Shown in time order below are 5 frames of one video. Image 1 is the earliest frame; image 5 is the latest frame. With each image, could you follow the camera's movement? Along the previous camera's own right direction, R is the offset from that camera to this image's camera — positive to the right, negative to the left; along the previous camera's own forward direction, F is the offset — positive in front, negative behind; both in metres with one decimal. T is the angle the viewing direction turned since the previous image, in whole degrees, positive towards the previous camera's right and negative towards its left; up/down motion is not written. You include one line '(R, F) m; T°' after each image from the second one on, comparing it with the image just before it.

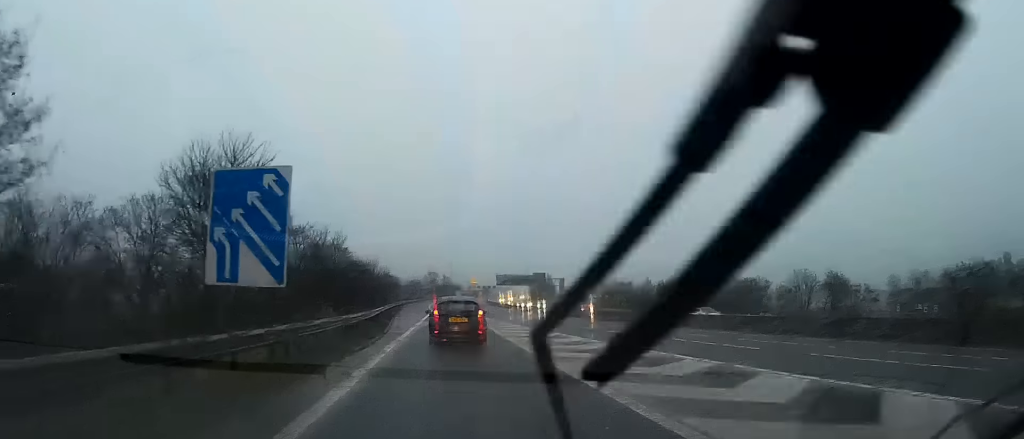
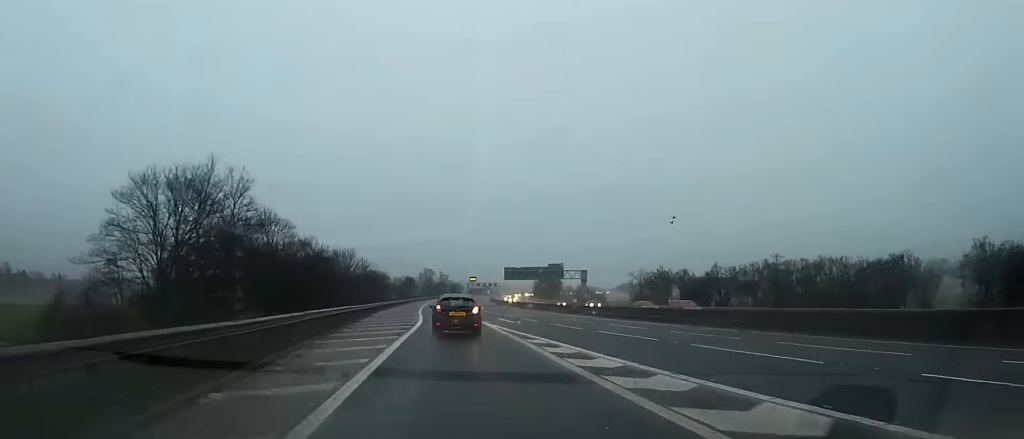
(0.0, +33.0) m; 0°
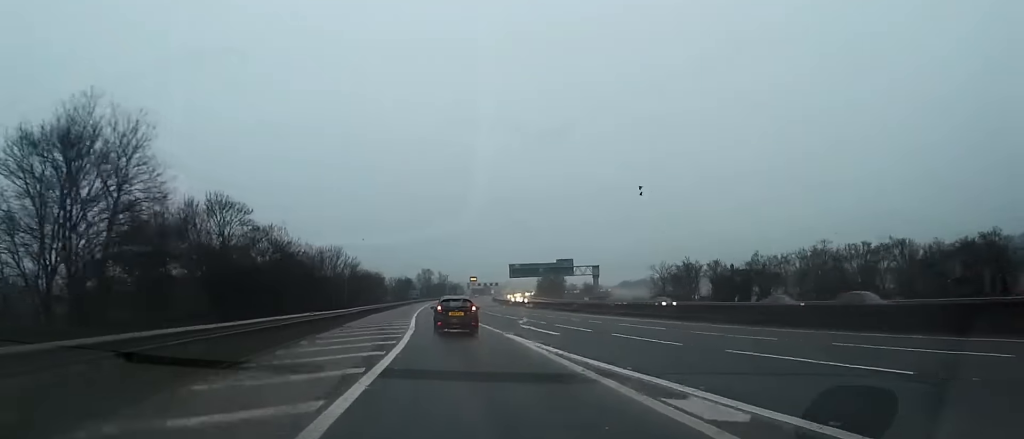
(+0.1, +12.4) m; 0°
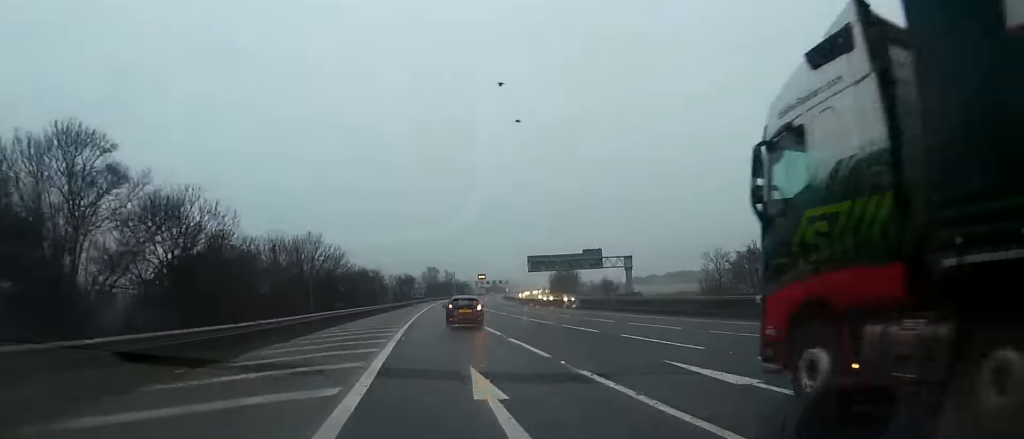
(+0.1, +20.8) m; +1°
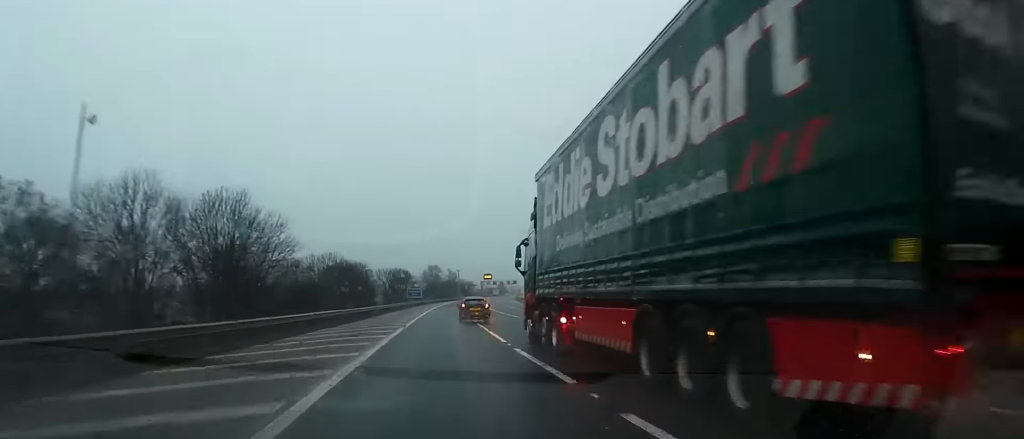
(-0.3, +30.5) m; -1°
